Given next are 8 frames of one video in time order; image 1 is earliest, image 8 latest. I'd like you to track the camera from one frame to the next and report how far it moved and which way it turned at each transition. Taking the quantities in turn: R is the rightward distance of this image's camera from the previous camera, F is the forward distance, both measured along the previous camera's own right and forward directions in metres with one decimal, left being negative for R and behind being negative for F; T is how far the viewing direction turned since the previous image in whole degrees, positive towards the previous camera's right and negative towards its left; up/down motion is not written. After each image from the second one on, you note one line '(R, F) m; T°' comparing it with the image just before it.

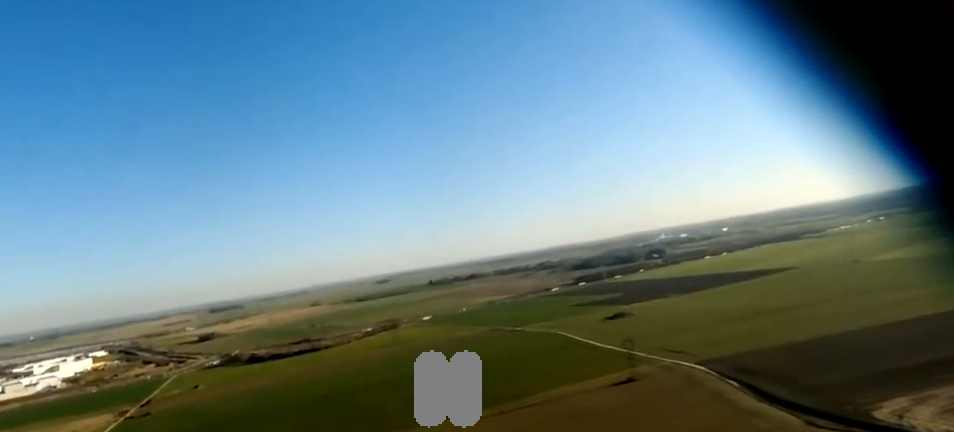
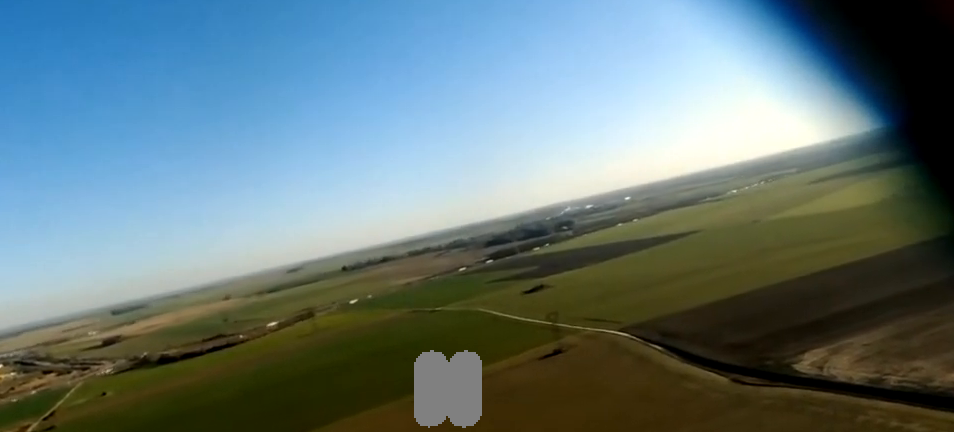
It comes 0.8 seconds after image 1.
(+1.0, +14.5) m; +8°
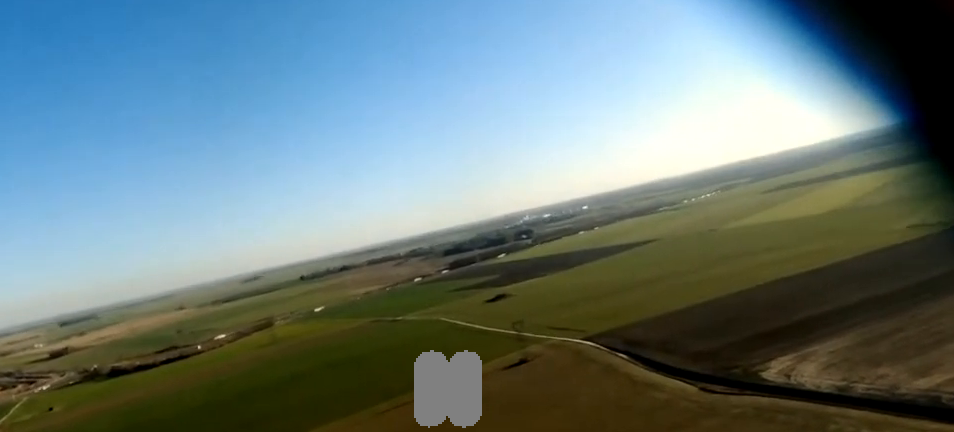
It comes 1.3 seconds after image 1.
(0.0, +9.2) m; +5°
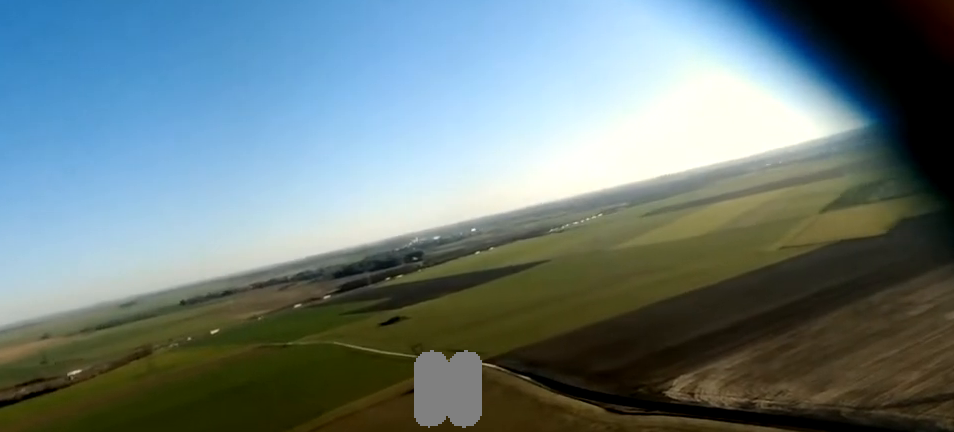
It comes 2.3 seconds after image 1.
(+1.6, +20.1) m; +6°
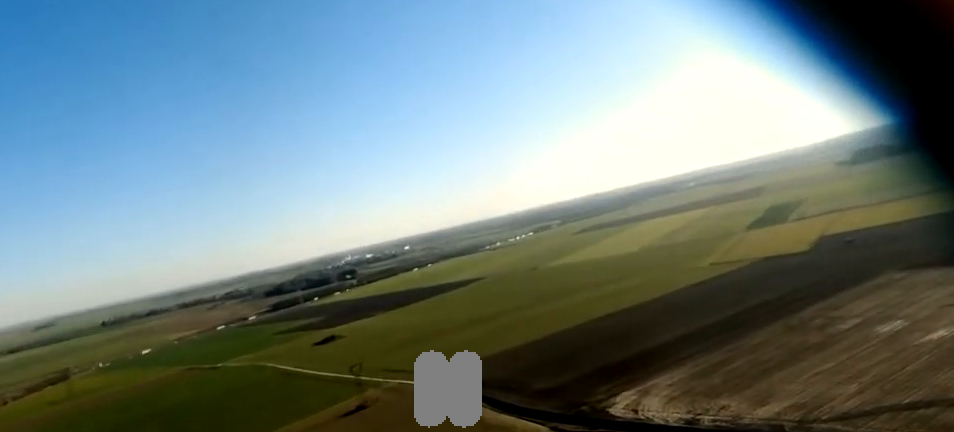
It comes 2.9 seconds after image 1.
(+0.2, +9.3) m; +5°
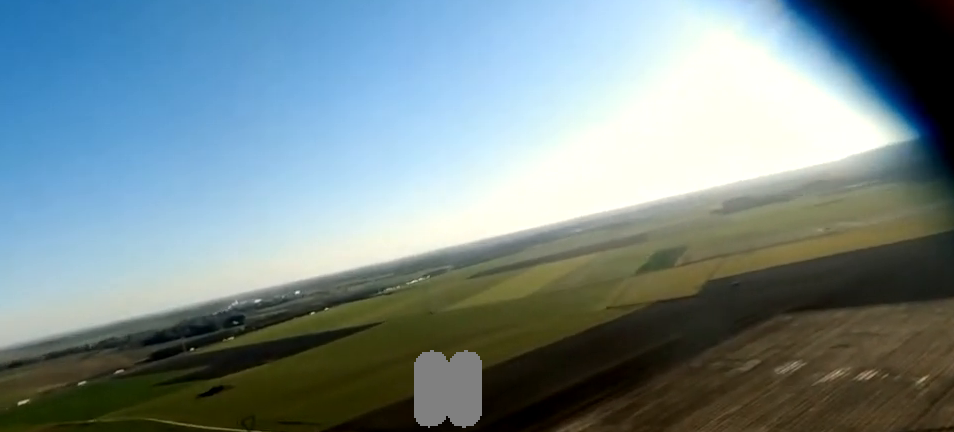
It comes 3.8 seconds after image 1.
(+1.4, +16.8) m; +8°
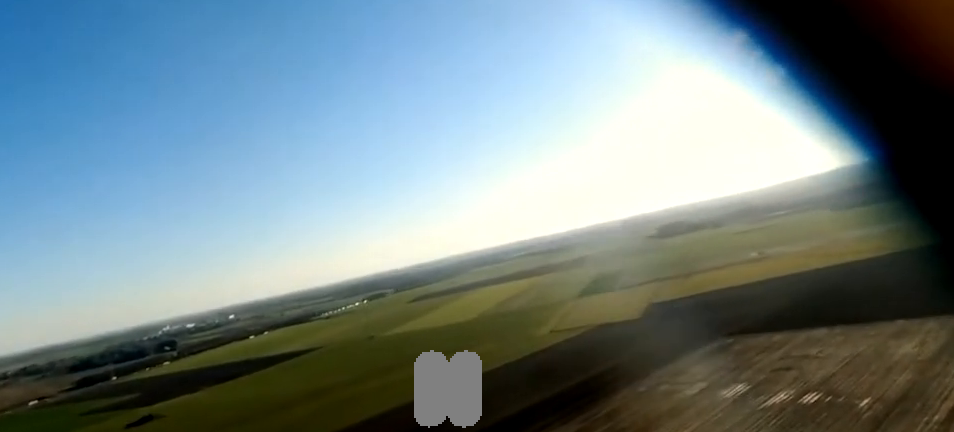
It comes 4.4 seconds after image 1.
(+0.6, +10.8) m; +4°
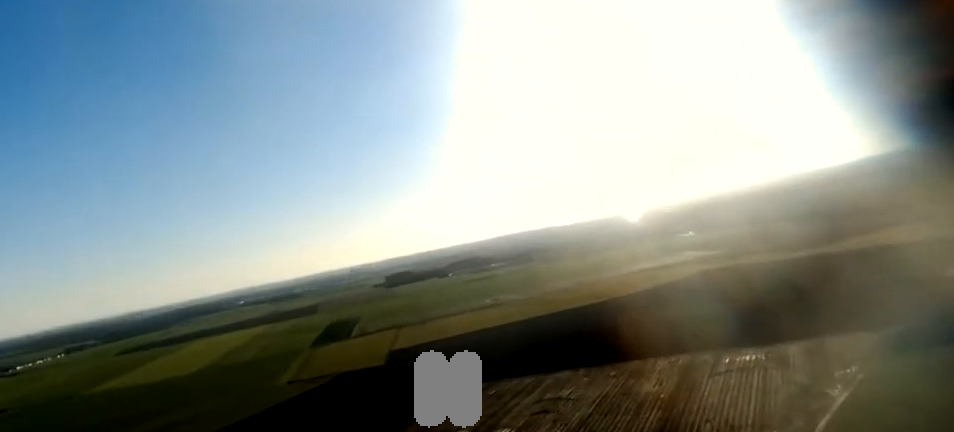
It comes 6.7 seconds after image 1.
(+6.2, +41.2) m; +19°
